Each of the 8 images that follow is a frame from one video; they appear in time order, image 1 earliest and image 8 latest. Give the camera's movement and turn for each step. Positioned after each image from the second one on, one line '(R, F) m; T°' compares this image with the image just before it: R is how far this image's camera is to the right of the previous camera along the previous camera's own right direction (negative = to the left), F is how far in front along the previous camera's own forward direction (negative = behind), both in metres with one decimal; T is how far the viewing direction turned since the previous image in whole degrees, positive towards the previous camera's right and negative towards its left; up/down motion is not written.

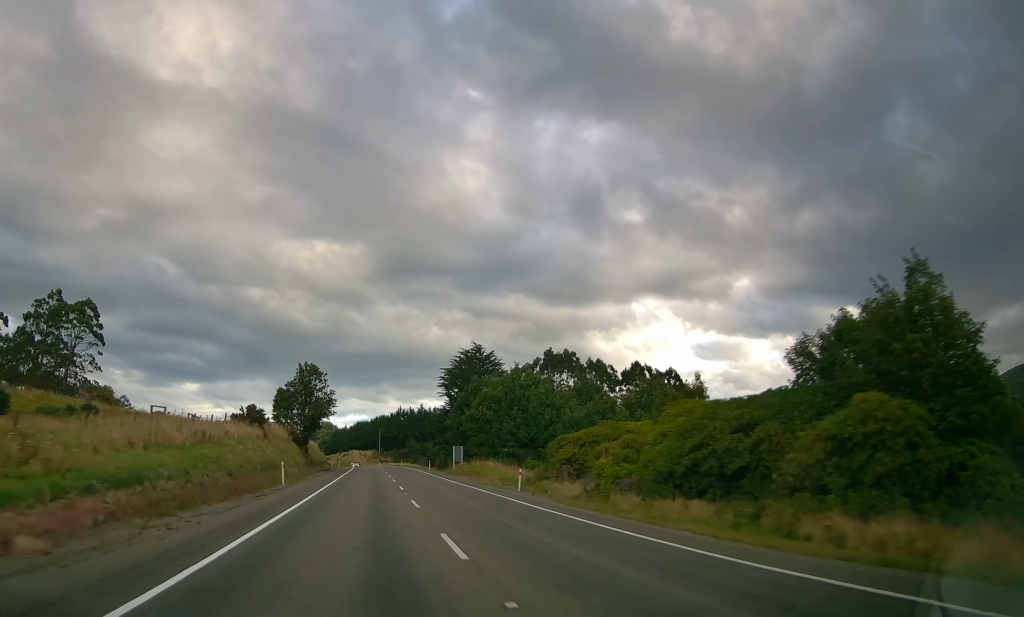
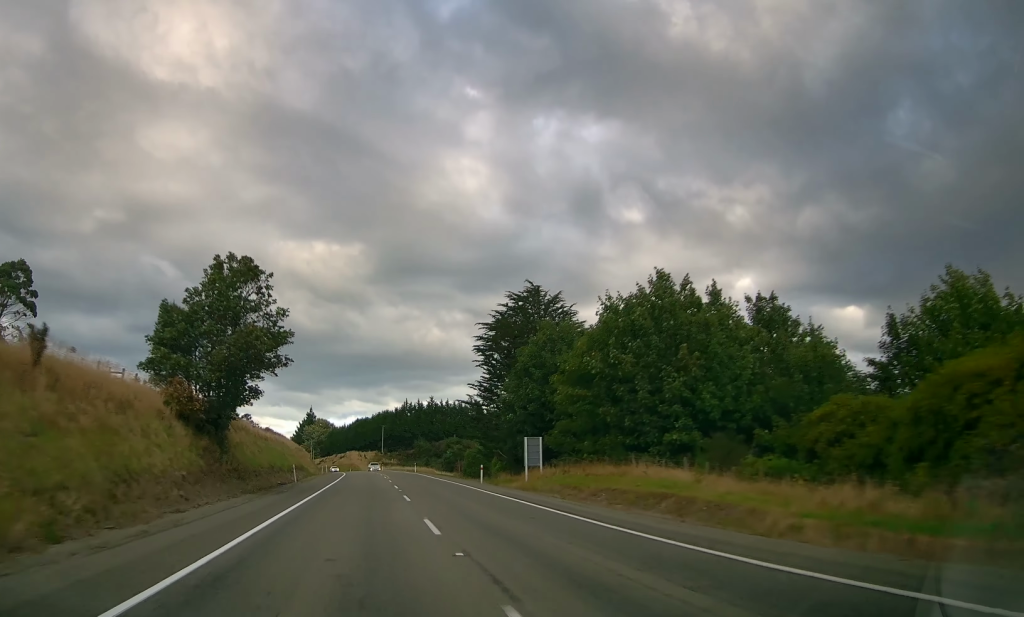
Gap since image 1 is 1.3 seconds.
(+0.1, +36.1) m; 0°
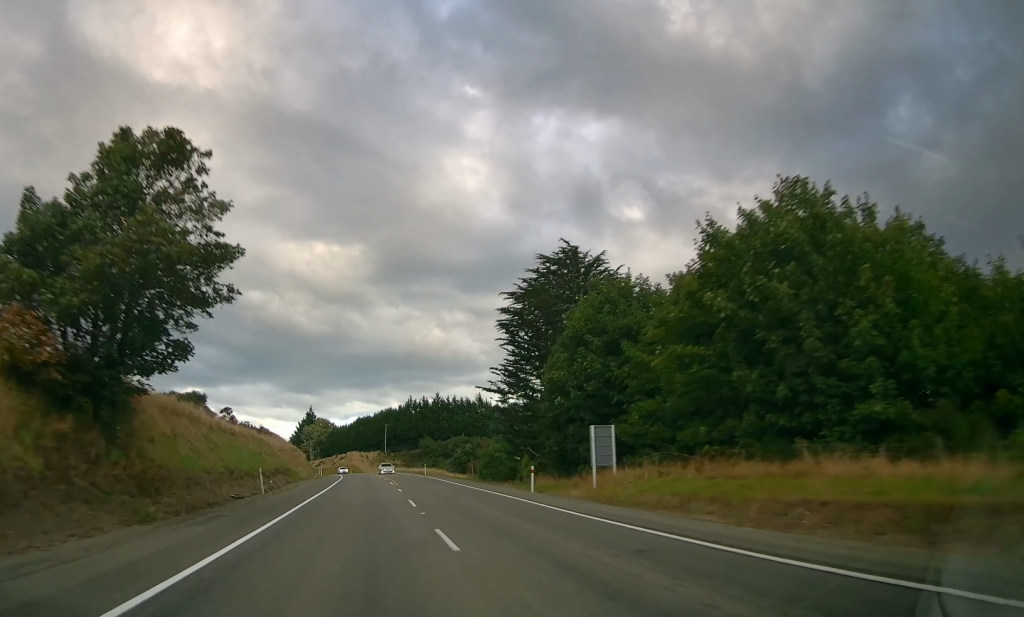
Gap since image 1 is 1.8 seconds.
(0.0, +12.5) m; 0°
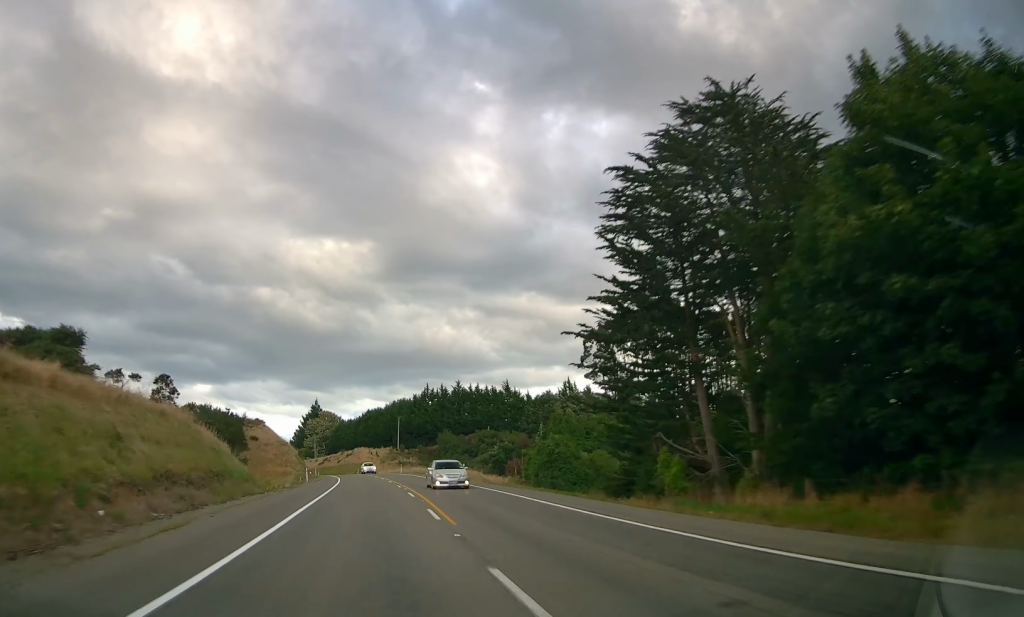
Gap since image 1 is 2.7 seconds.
(-0.1, +24.8) m; -2°
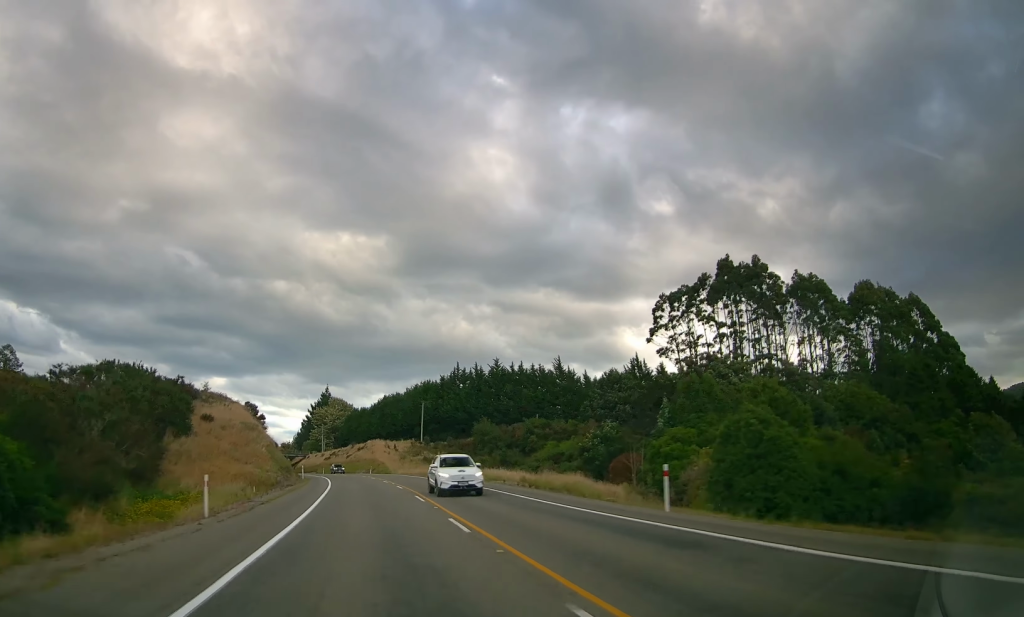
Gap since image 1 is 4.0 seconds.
(-0.5, +33.1) m; -1°
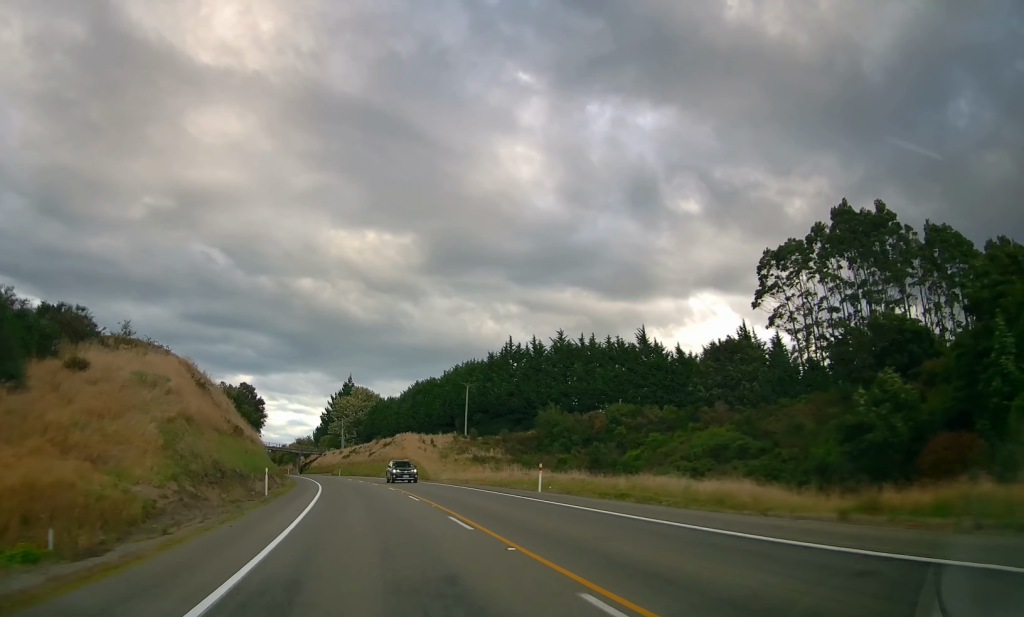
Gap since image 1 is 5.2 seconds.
(-0.5, +29.8) m; -3°
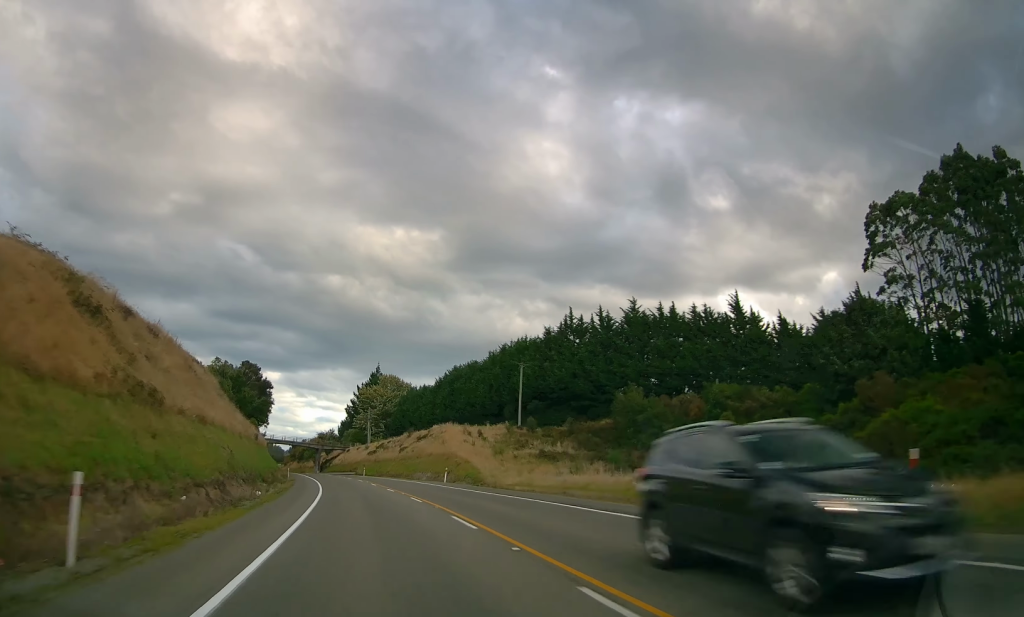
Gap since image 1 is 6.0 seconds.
(-0.7, +20.1) m; -1°
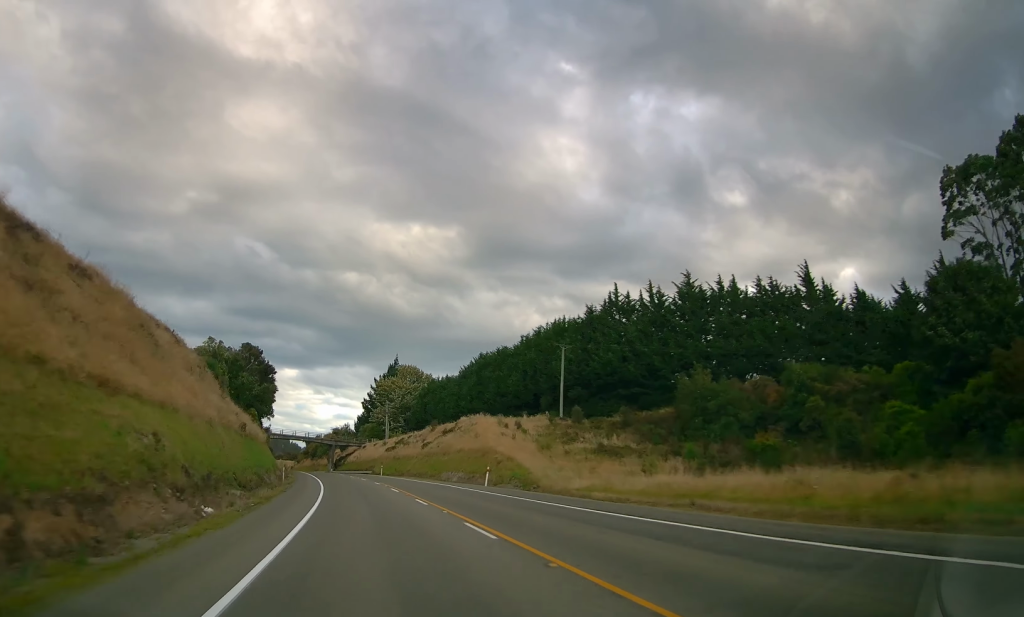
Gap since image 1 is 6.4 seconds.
(+0.5, +11.6) m; 0°
